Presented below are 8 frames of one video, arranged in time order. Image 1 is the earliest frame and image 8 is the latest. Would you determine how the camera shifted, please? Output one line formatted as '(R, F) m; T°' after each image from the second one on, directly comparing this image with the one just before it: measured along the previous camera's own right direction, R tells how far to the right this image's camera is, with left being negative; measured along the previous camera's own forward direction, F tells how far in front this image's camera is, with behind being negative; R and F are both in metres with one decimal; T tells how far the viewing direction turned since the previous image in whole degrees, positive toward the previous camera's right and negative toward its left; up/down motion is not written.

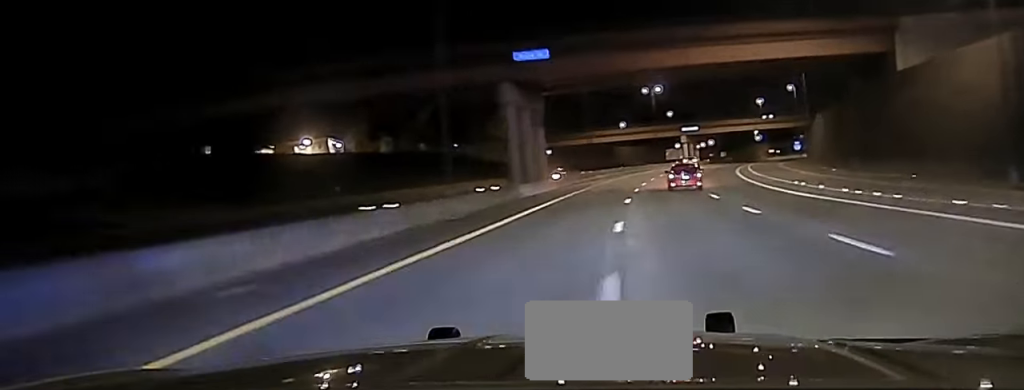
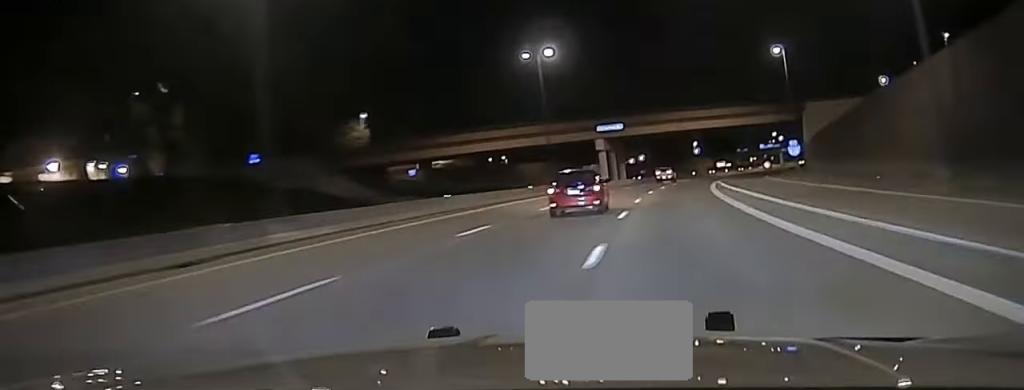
(+1.9, +64.6) m; +5°
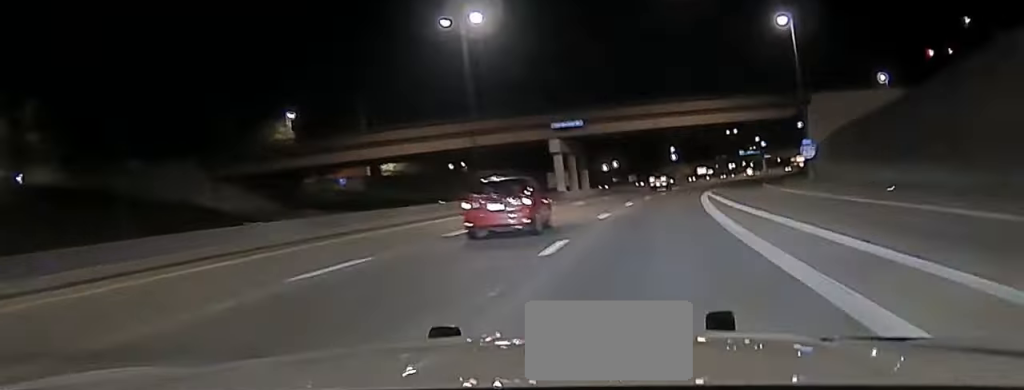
(+0.6, +22.4) m; +1°
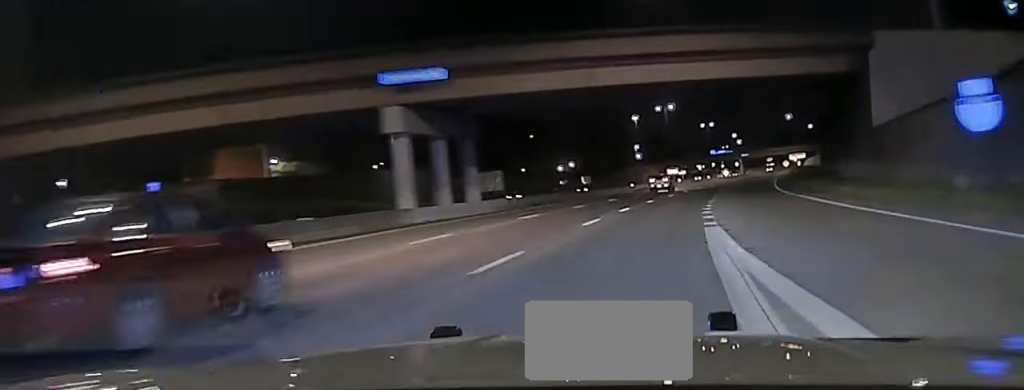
(+0.4, +37.6) m; +2°
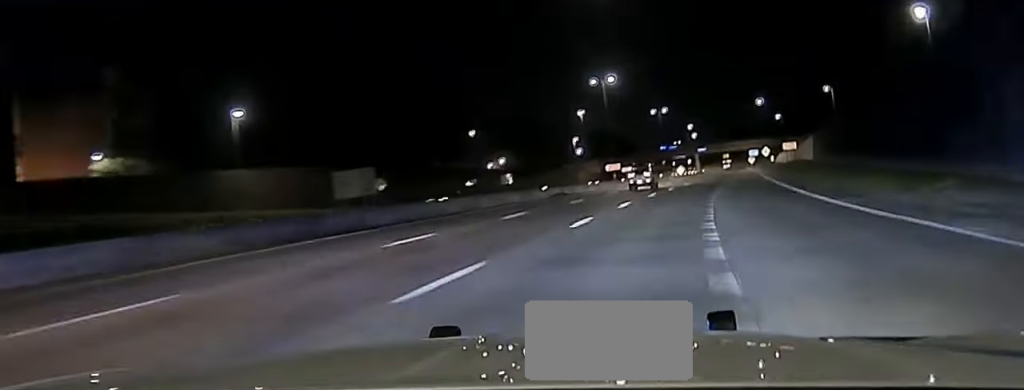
(+0.9, +36.4) m; +3°
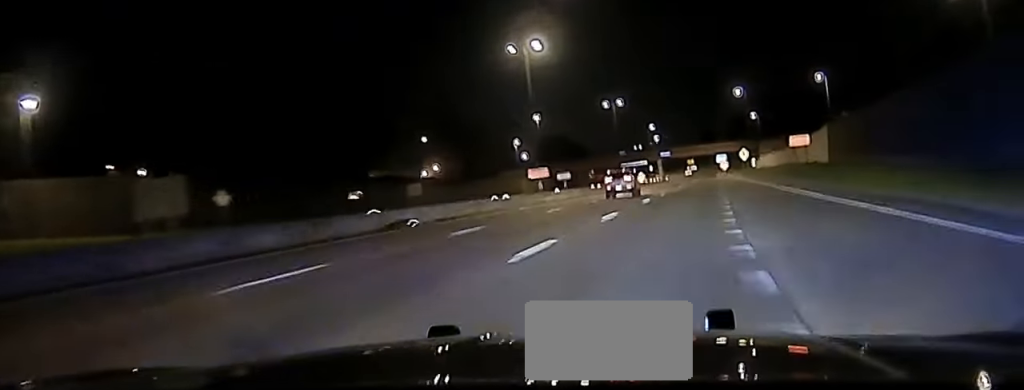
(+0.9, +32.7) m; +3°
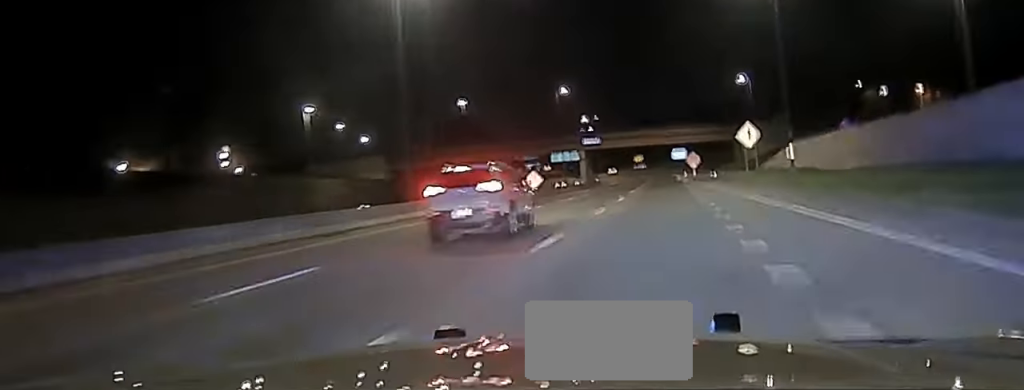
(+3.9, +84.4) m; +5°
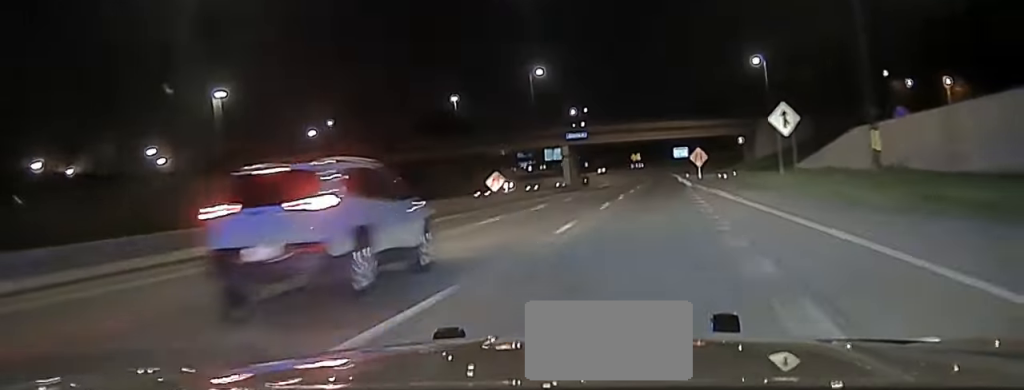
(+0.4, +21.9) m; +1°
